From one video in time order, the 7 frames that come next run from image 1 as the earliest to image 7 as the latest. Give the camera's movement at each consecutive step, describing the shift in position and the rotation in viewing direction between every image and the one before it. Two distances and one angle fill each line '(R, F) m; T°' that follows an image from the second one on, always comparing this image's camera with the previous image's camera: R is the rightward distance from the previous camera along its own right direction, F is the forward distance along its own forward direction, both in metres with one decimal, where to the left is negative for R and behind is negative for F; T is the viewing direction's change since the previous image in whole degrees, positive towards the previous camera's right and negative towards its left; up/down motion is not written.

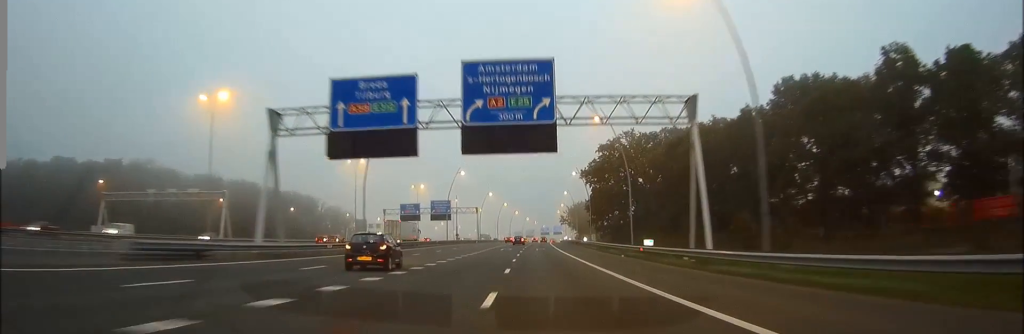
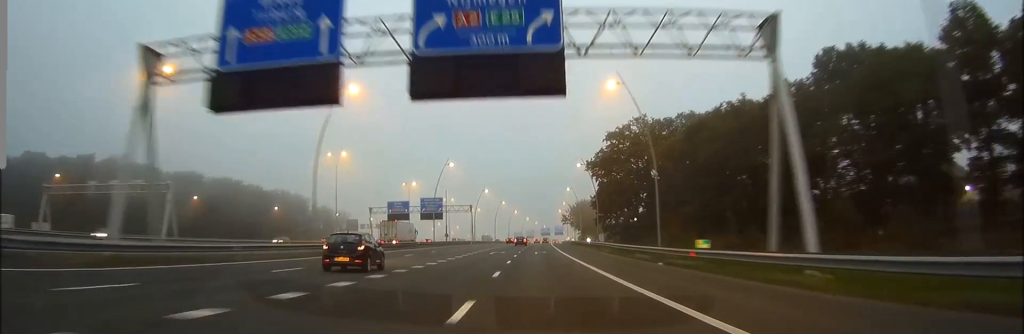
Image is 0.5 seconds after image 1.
(+0.1, +14.4) m; 0°
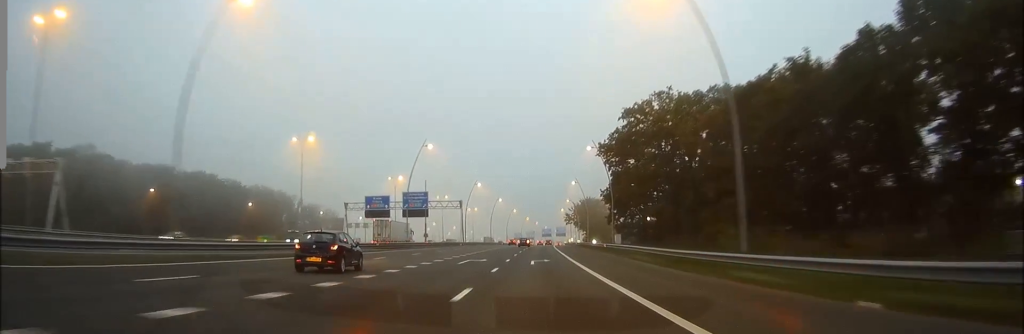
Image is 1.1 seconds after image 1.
(+0.1, +20.6) m; 0°
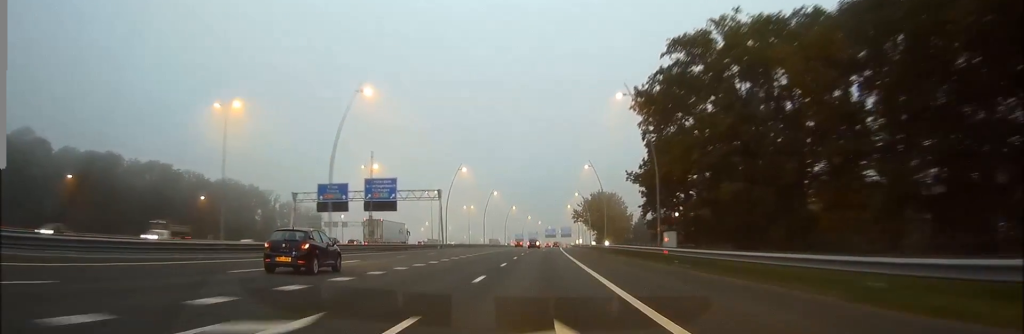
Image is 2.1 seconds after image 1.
(0.0, +30.8) m; 0°
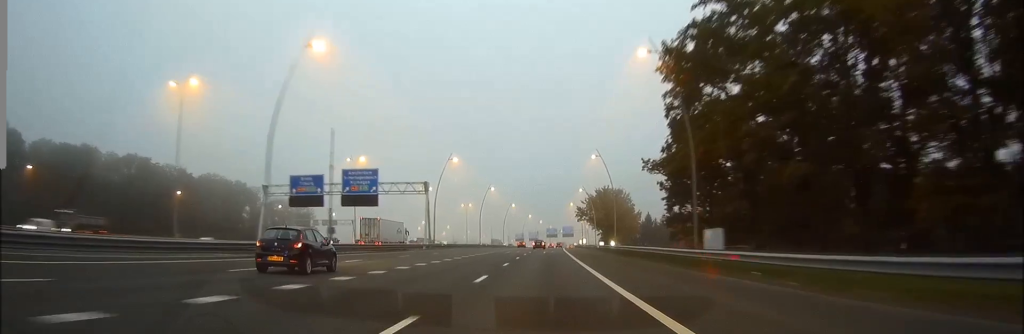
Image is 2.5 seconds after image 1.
(0.0, +12.3) m; 0°
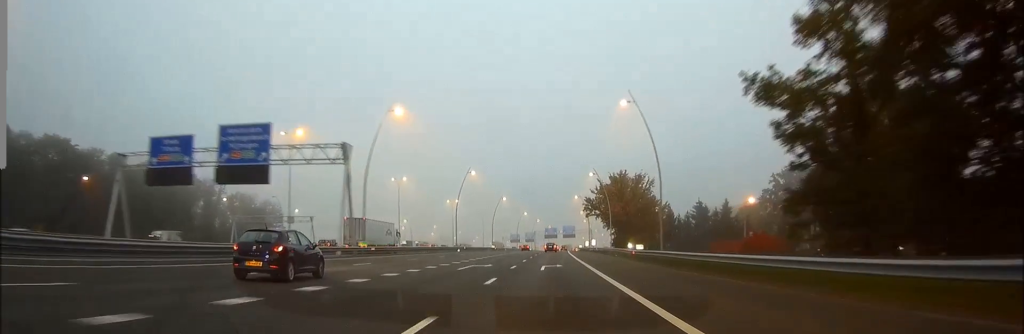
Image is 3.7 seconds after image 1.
(0.0, +36.0) m; 0°
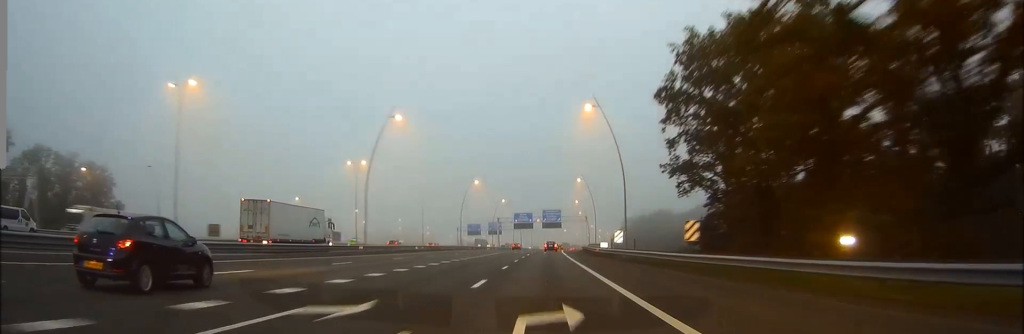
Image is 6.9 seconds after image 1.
(+1.3, +98.2) m; +1°
